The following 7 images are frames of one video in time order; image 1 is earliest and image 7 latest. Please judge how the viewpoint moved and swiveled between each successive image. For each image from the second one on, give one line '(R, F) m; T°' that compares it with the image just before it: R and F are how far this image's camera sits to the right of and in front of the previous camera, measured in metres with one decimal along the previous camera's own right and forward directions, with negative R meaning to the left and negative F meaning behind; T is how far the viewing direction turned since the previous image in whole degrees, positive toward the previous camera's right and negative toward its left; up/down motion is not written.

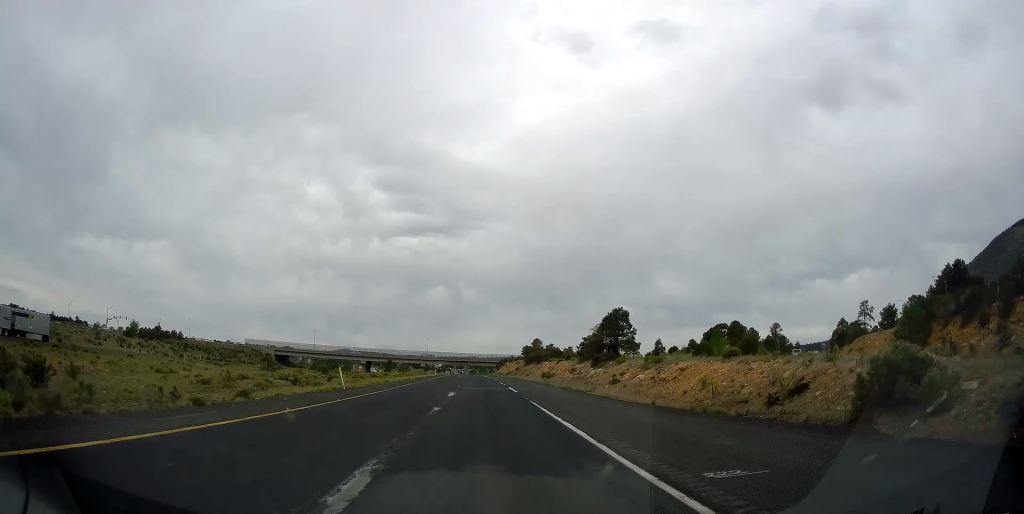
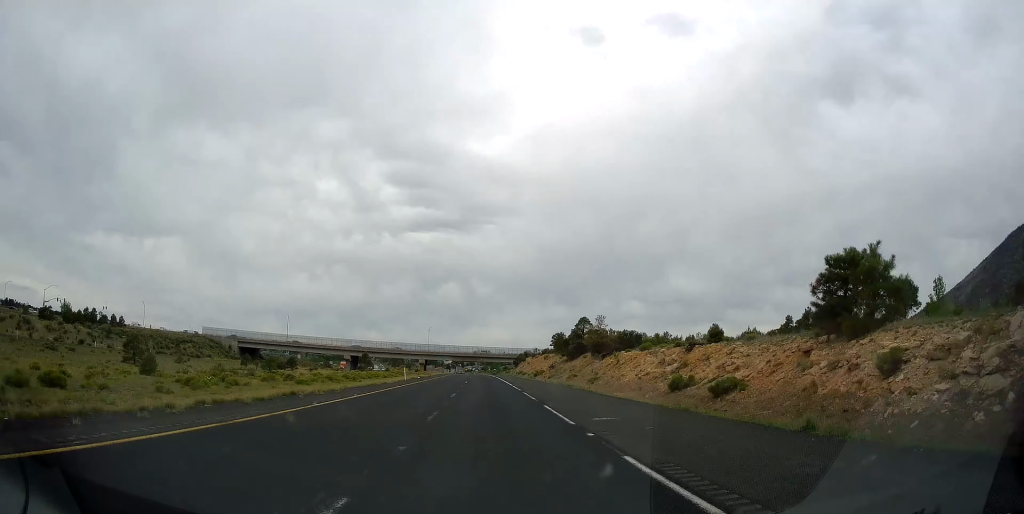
(-0.3, +51.6) m; -2°
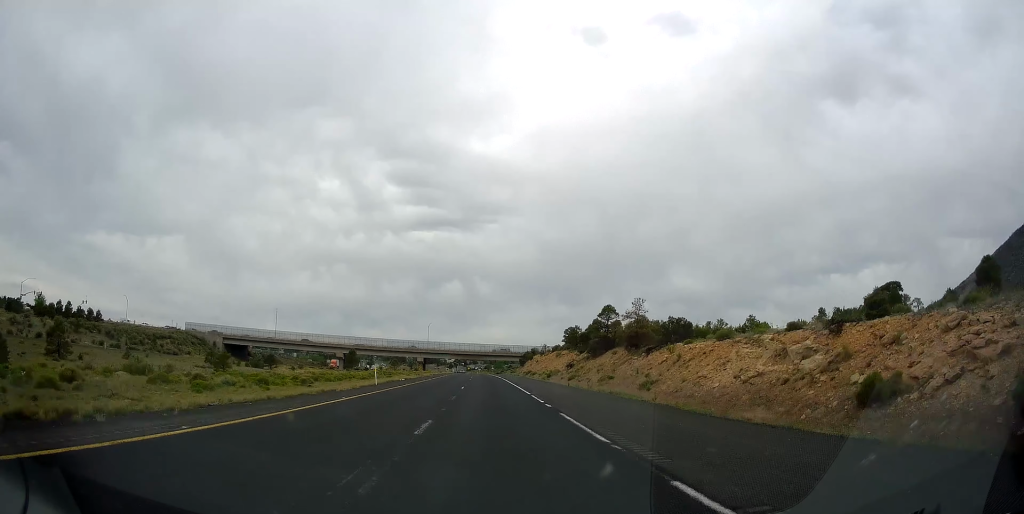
(-0.3, +15.2) m; -1°
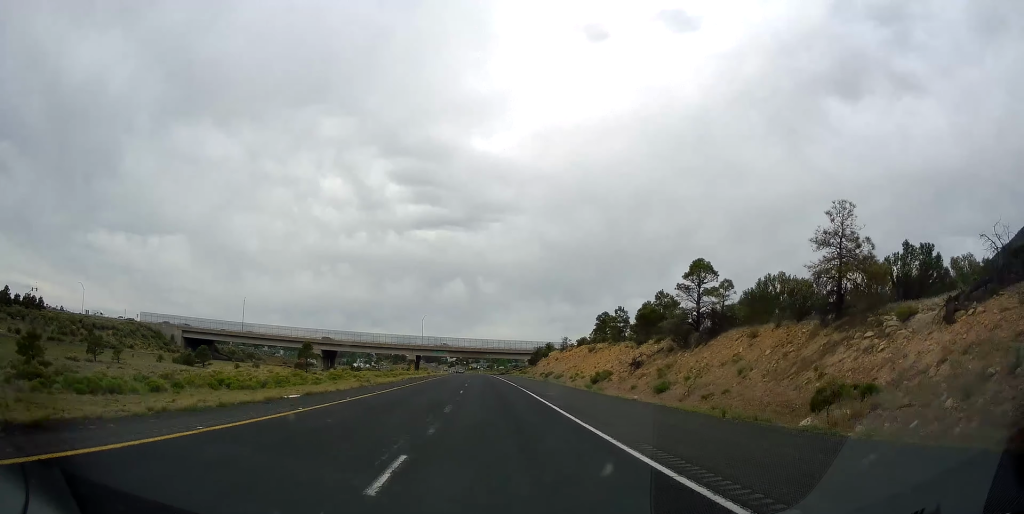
(+0.2, +30.2) m; 0°
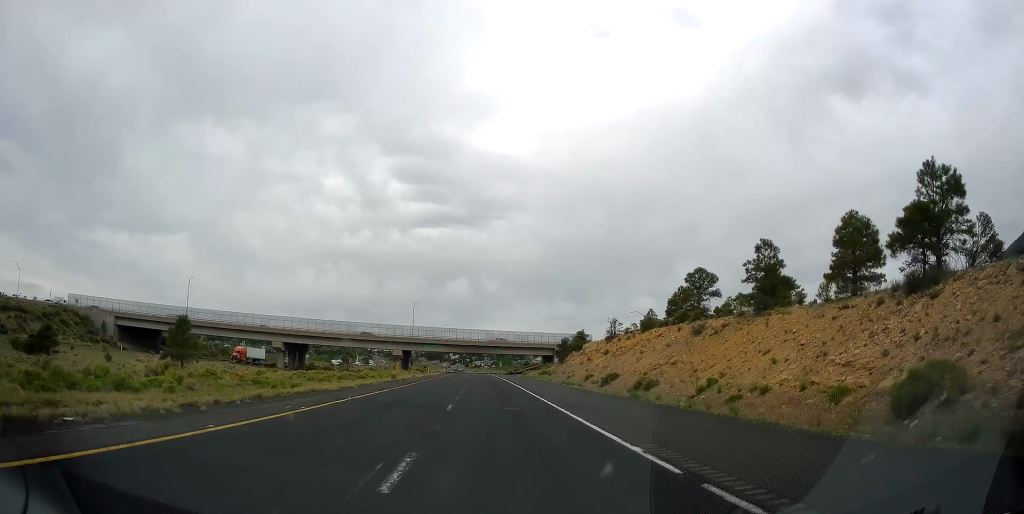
(-0.1, +36.4) m; 0°
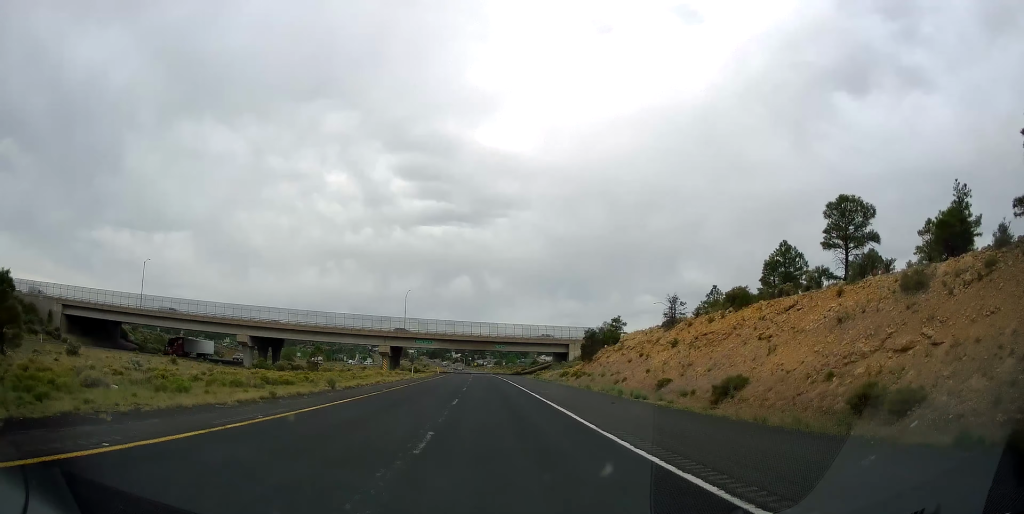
(+0.5, +21.3) m; 0°
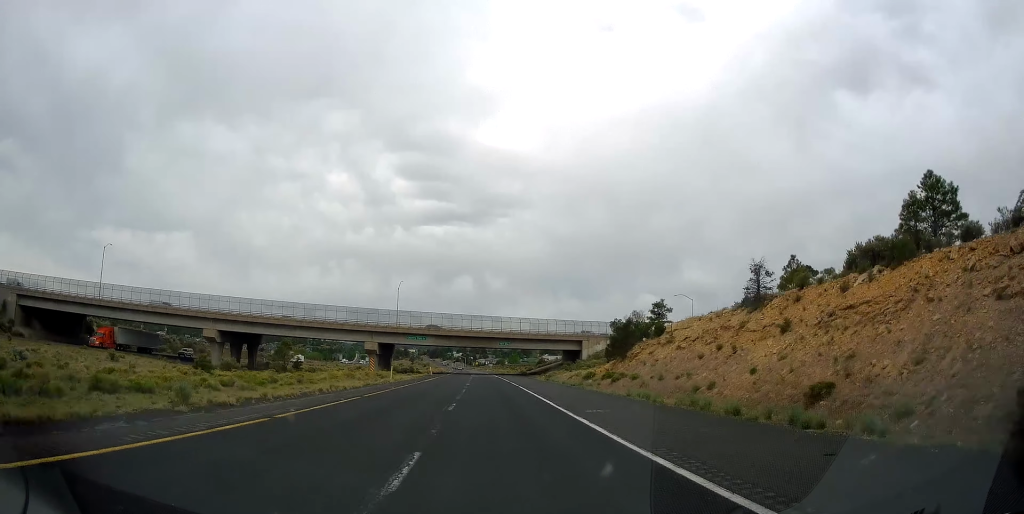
(-0.3, +15.2) m; -1°
